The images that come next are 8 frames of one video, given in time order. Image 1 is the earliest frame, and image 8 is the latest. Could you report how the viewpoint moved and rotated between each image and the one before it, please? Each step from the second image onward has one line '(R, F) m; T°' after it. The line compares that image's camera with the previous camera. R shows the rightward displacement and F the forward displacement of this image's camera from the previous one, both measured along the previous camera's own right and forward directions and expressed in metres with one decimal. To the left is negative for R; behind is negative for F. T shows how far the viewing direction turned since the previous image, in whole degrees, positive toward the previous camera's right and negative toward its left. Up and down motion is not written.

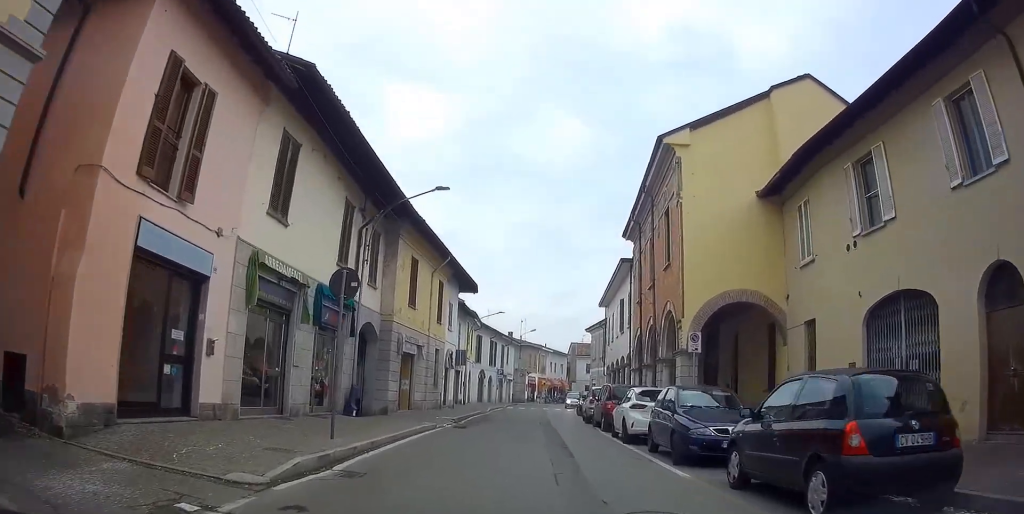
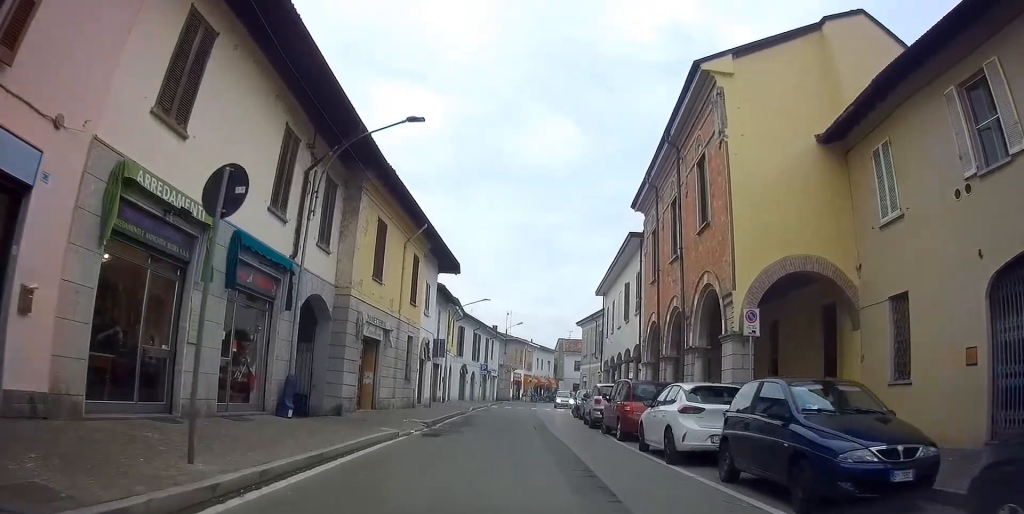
(0.0, +4.0) m; +2°
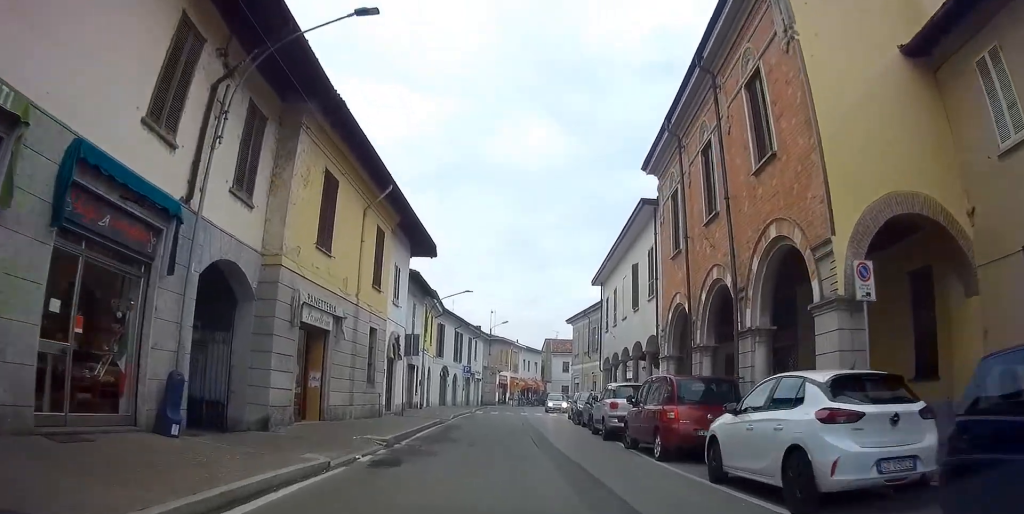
(0.0, +4.0) m; +2°
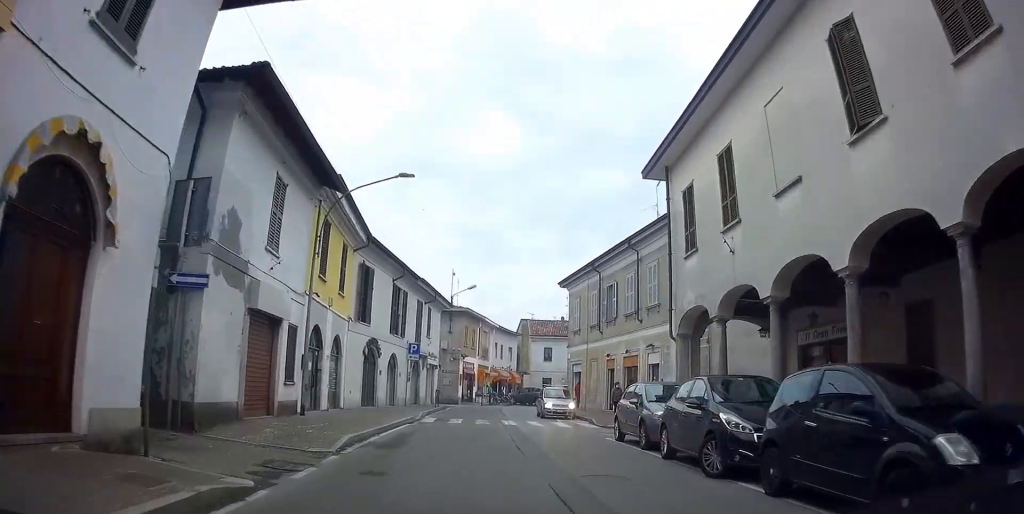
(+1.1, +15.0) m; +5°
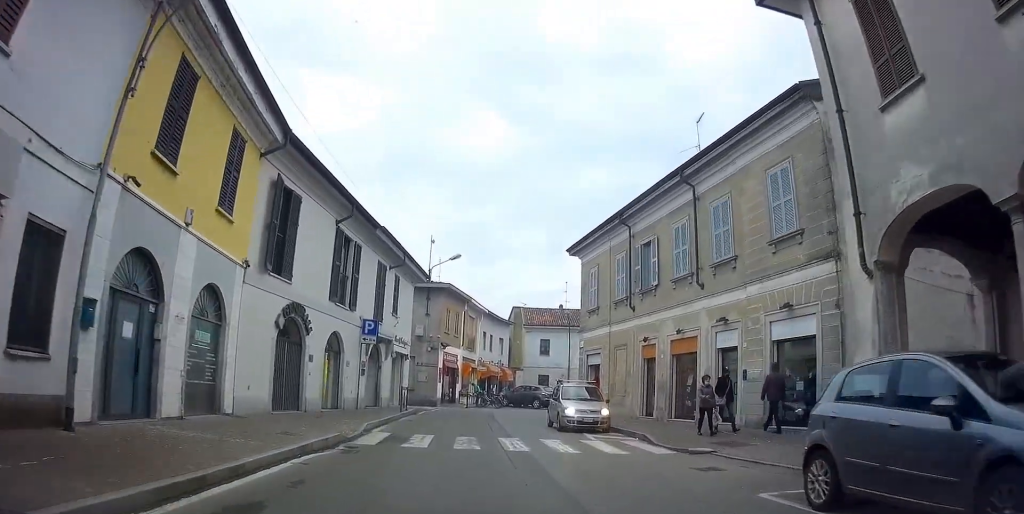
(0.0, +9.4) m; +1°
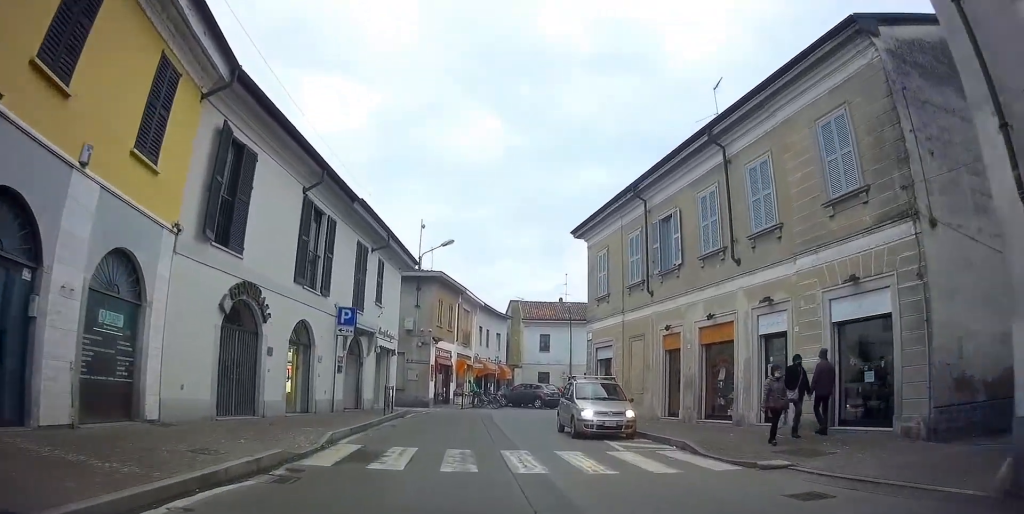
(+0.1, +3.4) m; 0°
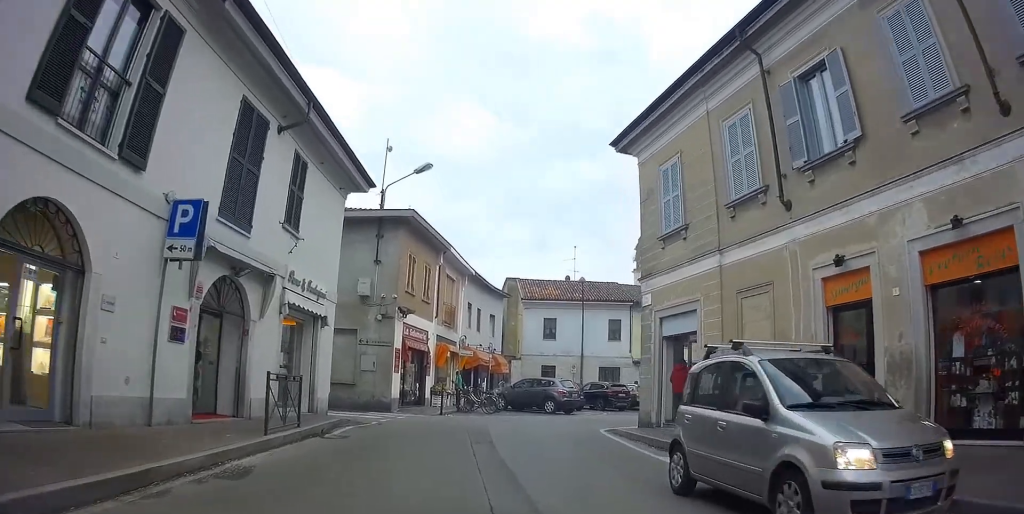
(0.0, +11.4) m; -1°
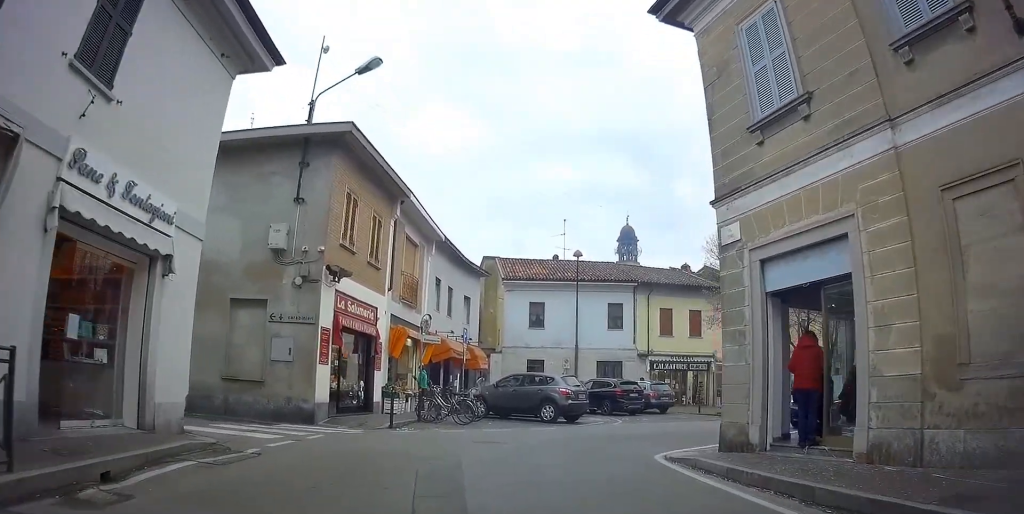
(-0.2, +8.5) m; -3°
